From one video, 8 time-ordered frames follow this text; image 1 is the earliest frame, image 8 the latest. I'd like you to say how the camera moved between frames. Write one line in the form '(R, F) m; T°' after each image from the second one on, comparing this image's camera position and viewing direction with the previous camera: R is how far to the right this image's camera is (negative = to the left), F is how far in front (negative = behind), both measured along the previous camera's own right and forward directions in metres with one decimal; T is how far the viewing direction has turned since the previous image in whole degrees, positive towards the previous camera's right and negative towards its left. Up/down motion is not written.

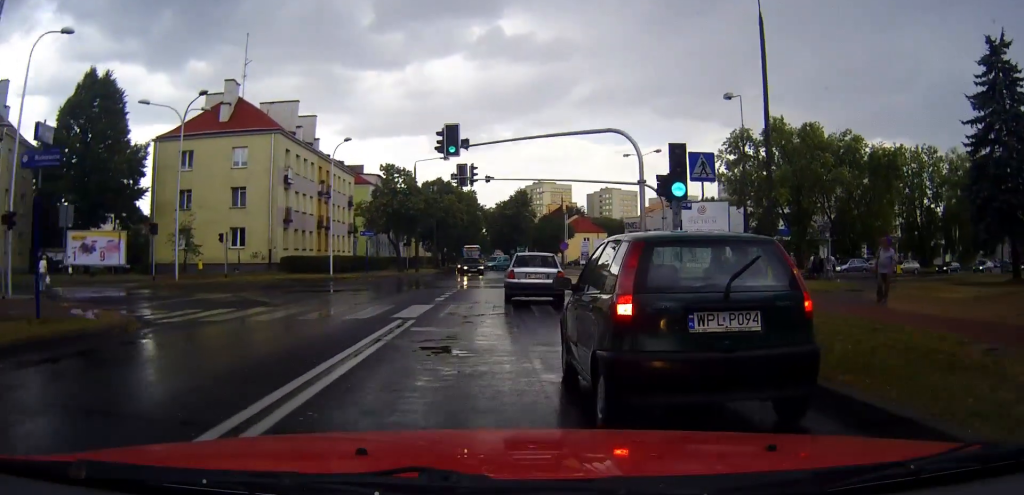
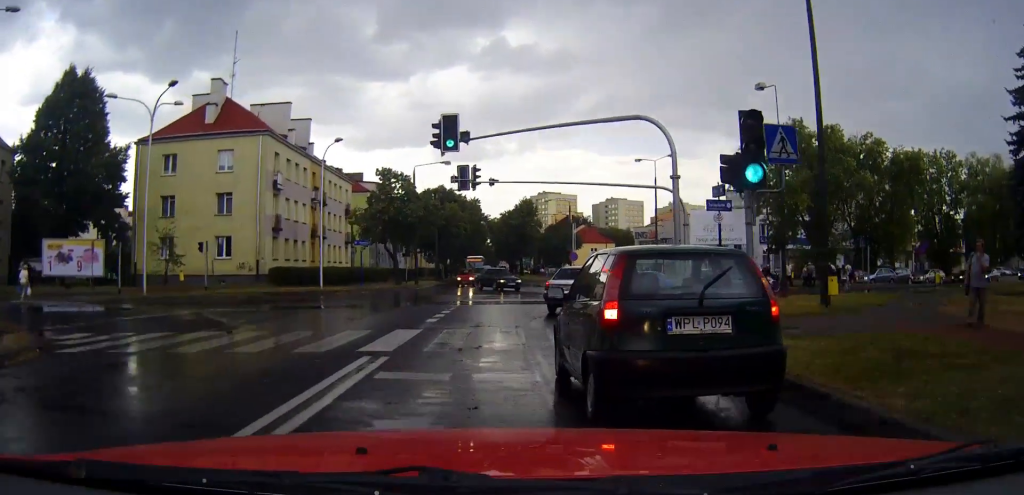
(0.0, +6.3) m; -1°
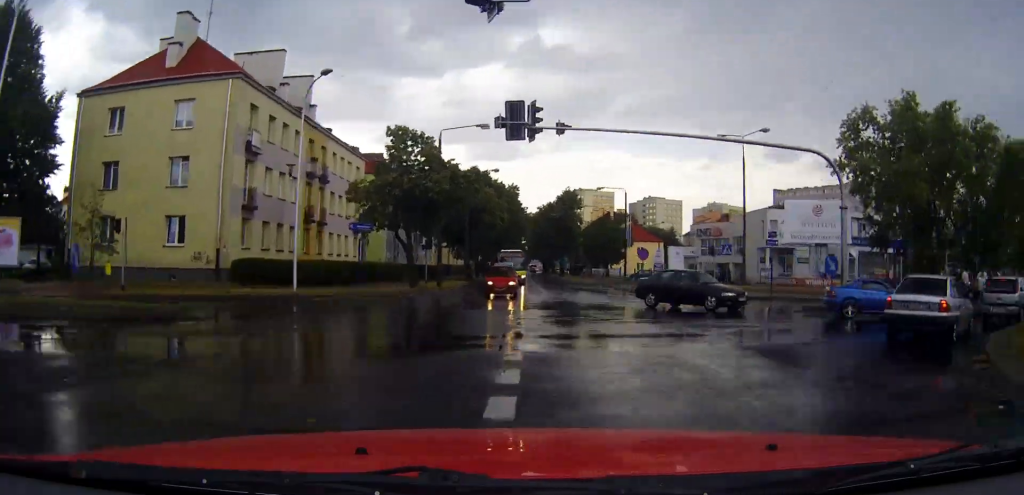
(-0.2, +16.9) m; +1°
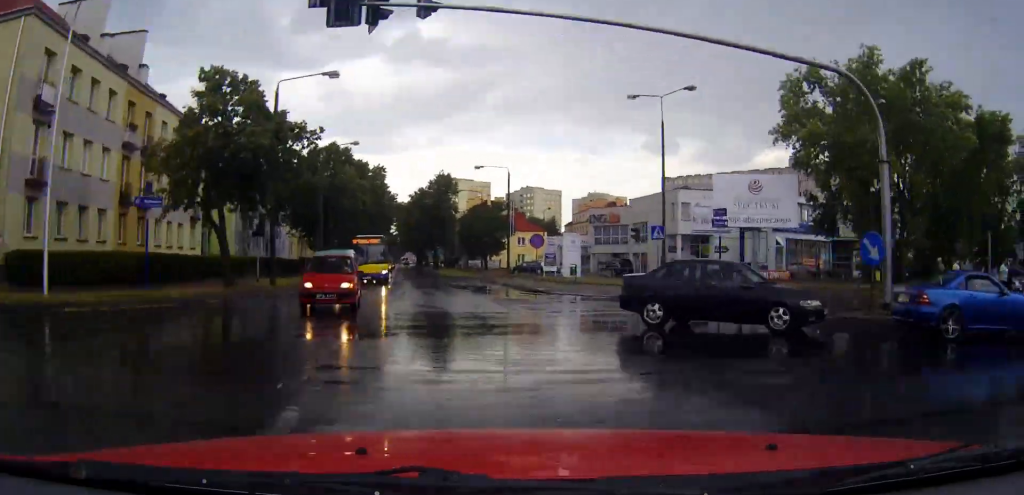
(0.0, +10.7) m; 0°
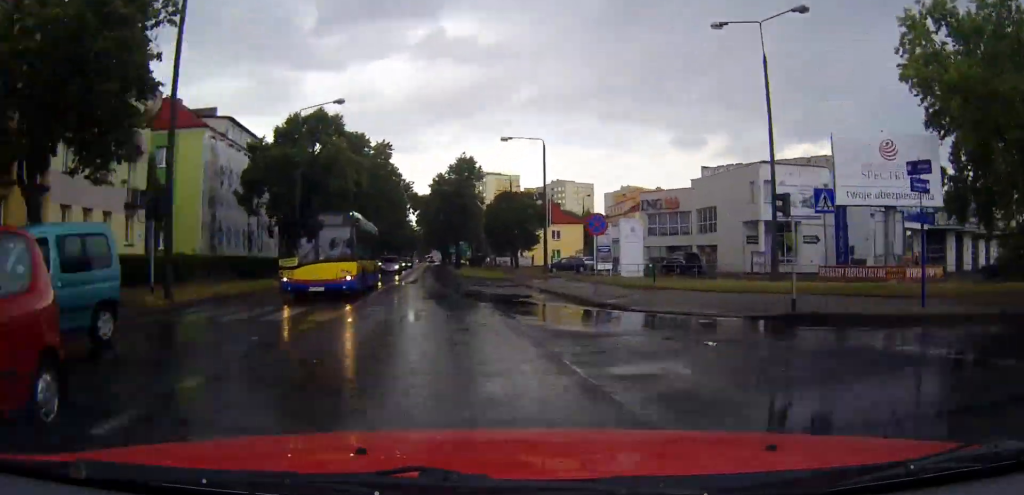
(+0.4, +14.4) m; 0°
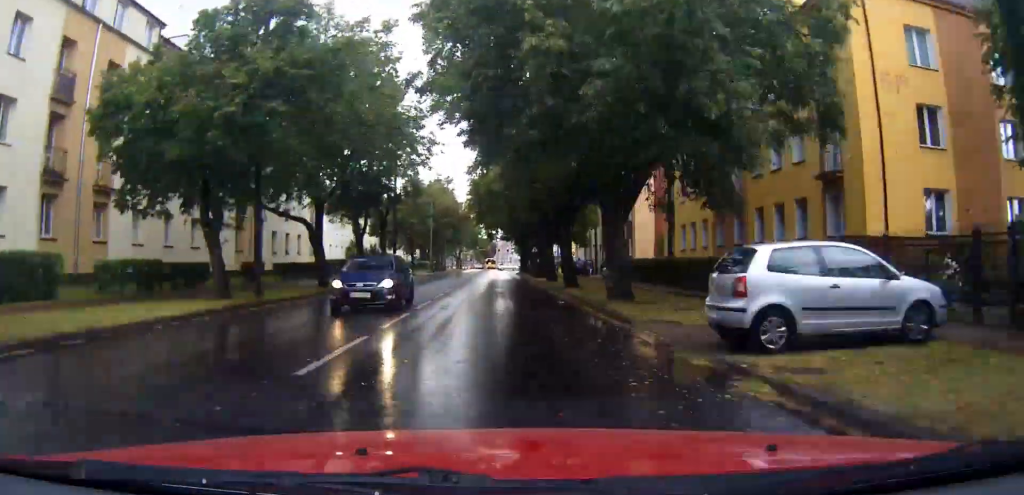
(-4.5, +123.0) m; -2°
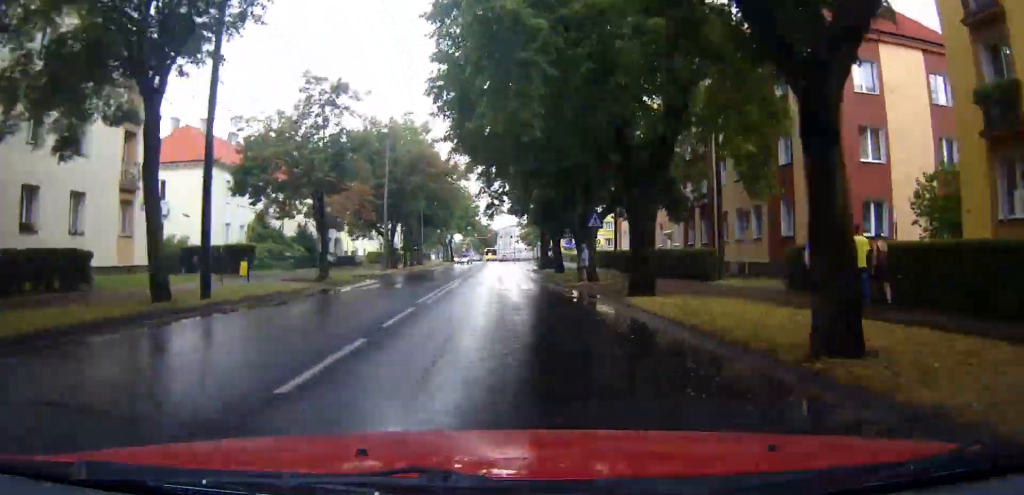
(0.0, +33.4) m; +1°
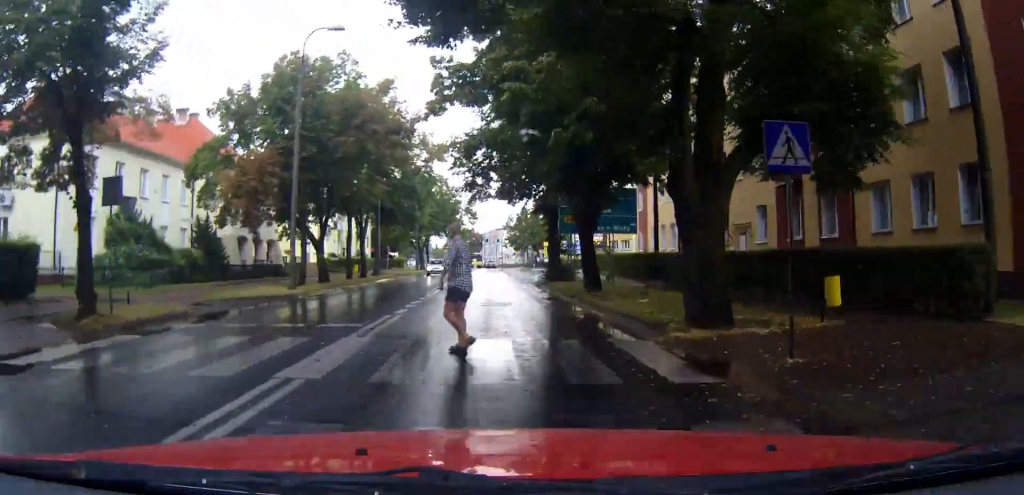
(+0.2, +29.9) m; +1°
